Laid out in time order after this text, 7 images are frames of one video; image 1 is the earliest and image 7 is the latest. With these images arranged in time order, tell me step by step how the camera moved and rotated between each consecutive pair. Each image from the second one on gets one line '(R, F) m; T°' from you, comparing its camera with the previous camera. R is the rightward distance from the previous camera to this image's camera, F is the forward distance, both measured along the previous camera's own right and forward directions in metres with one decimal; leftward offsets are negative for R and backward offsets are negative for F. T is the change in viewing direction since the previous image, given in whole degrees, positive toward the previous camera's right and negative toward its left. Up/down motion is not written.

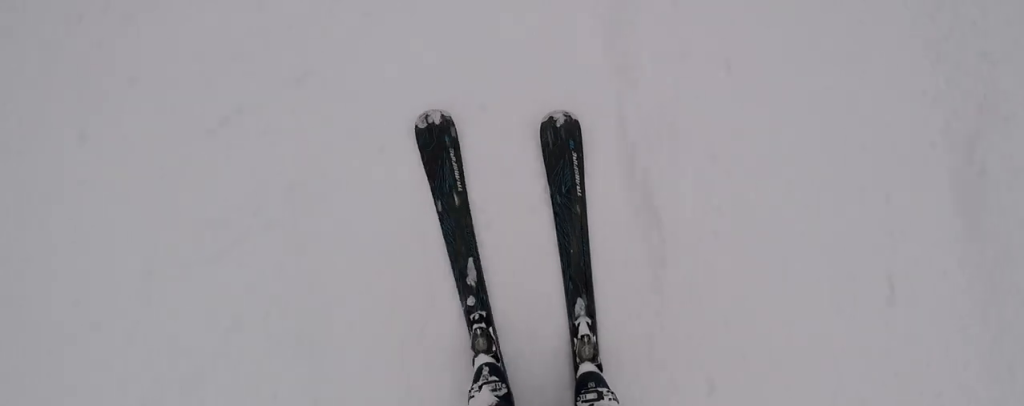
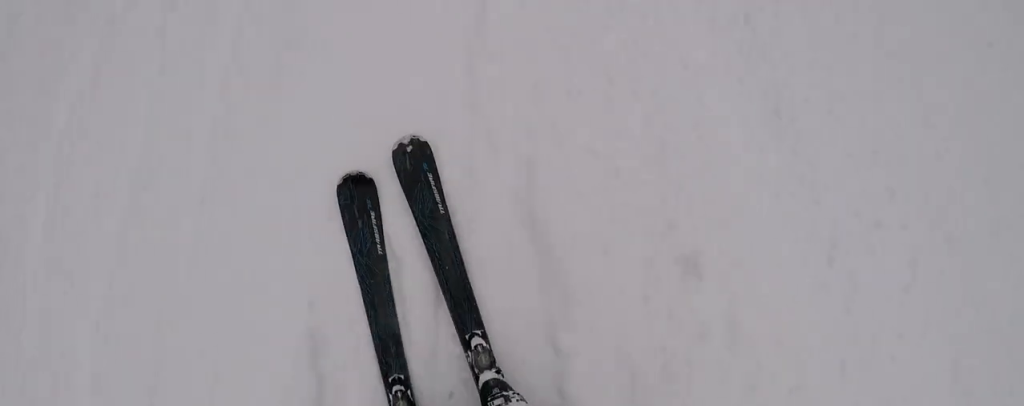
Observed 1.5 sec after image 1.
(-2.4, +11.7) m; -11°
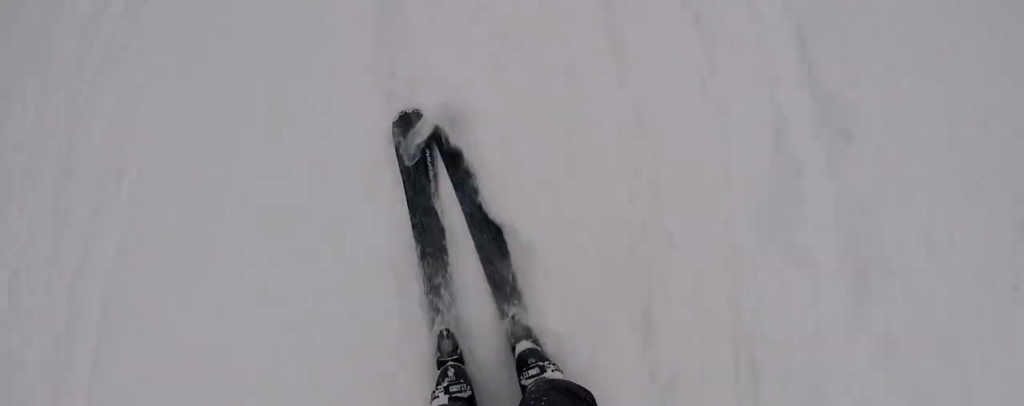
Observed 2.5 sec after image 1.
(+0.3, +8.3) m; +5°
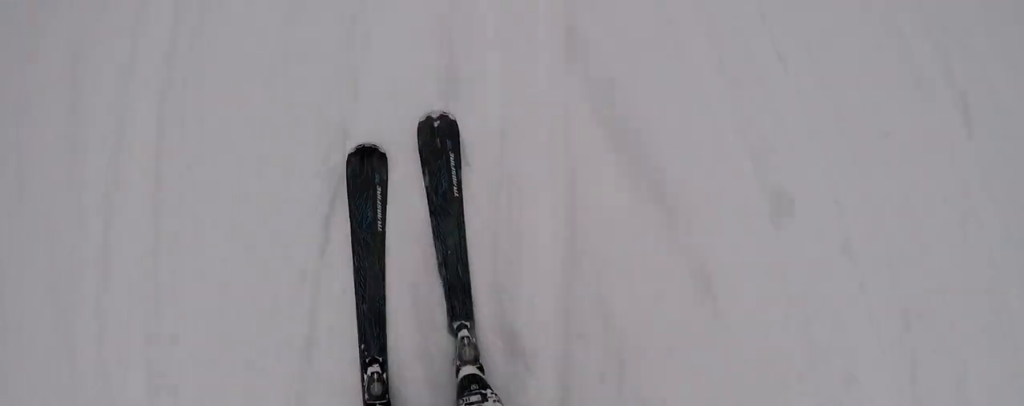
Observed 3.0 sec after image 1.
(+0.2, +4.6) m; +3°
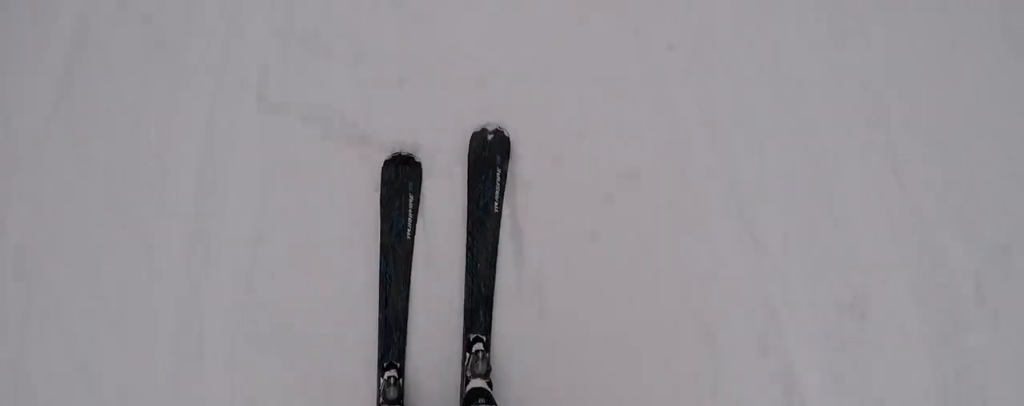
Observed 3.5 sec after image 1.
(0.0, +3.9) m; +5°
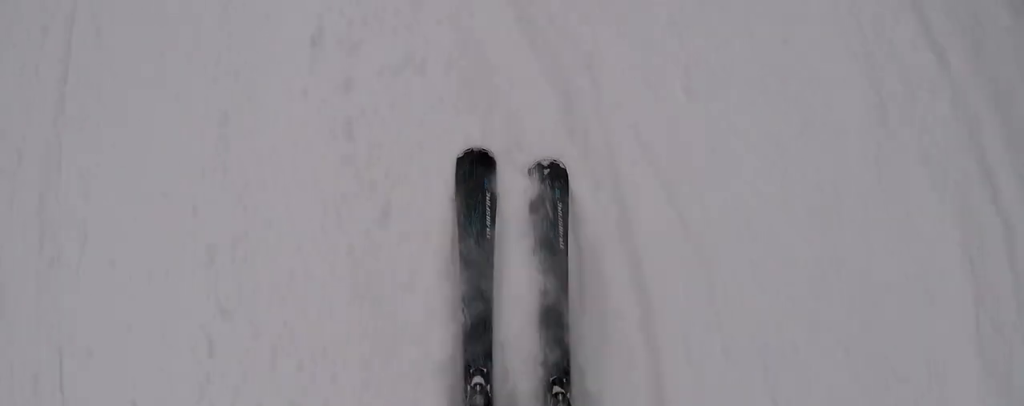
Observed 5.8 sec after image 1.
(+3.8, +20.4) m; +10°
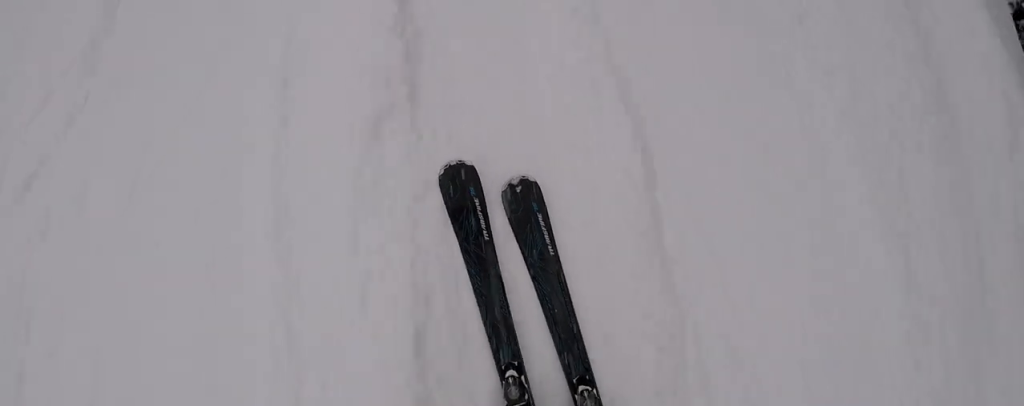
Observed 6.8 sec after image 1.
(-0.7, +9.5) m; -8°
